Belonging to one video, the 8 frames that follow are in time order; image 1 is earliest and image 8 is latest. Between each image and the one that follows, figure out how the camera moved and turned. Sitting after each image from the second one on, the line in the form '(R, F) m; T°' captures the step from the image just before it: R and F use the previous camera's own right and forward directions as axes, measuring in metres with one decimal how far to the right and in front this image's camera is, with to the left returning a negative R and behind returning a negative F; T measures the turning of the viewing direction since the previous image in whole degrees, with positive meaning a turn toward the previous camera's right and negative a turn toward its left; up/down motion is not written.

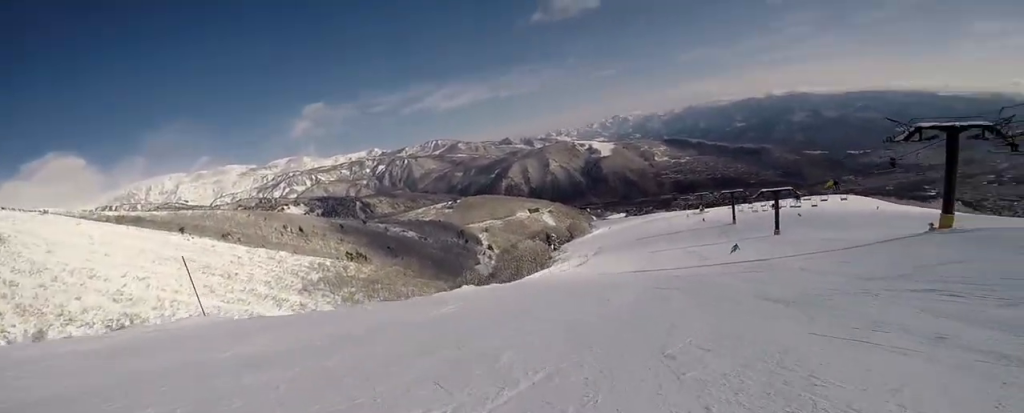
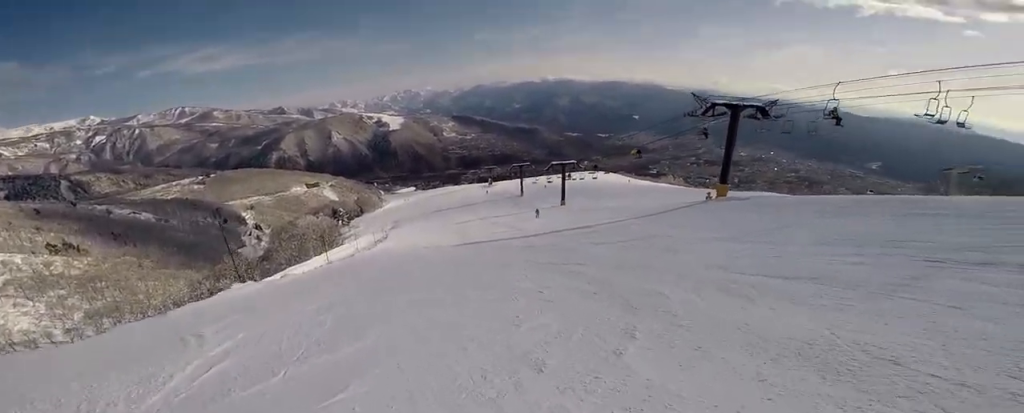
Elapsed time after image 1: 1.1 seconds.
(+2.1, +5.1) m; +40°
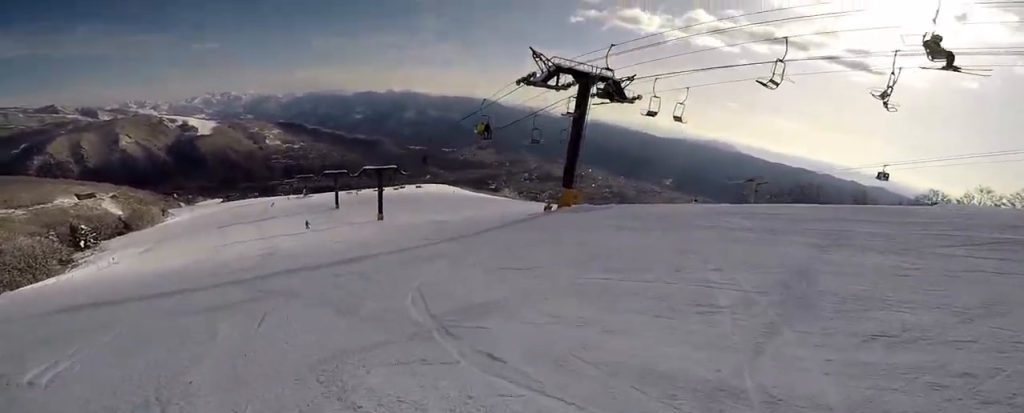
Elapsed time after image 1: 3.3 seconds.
(+6.2, +13.2) m; +25°
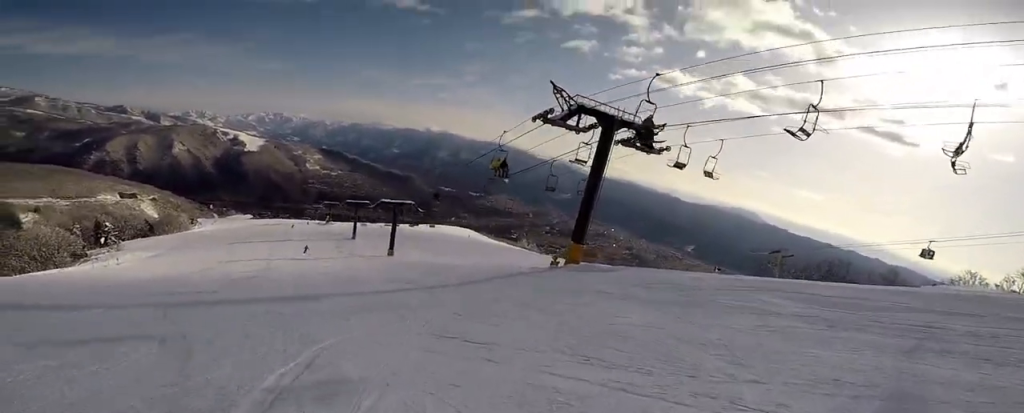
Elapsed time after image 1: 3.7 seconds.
(+0.2, +2.9) m; -6°
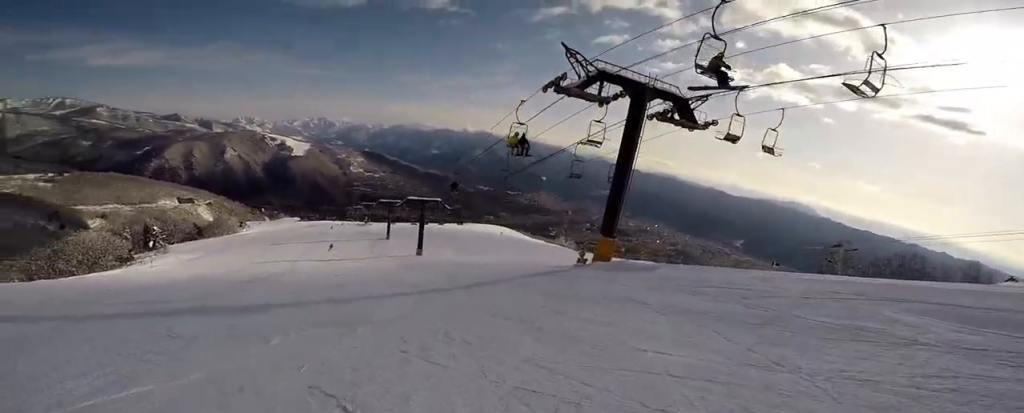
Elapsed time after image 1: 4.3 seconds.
(-0.6, +3.7) m; -13°
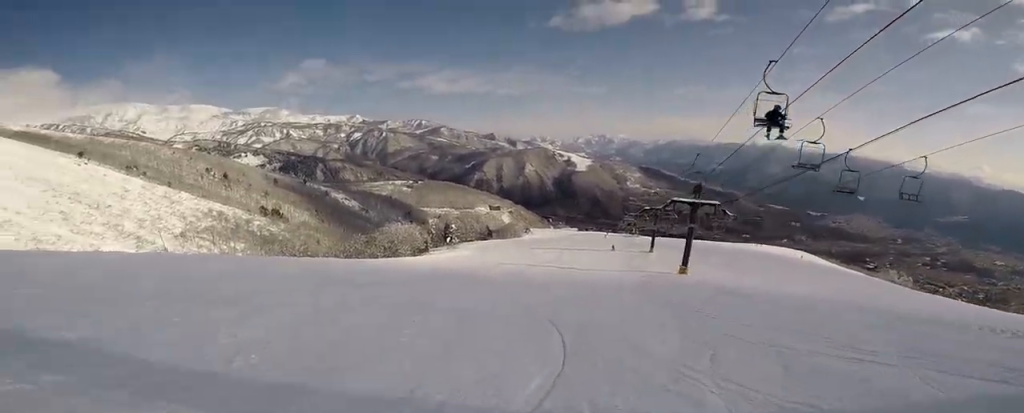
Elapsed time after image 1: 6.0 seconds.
(-4.3, +10.3) m; -40°
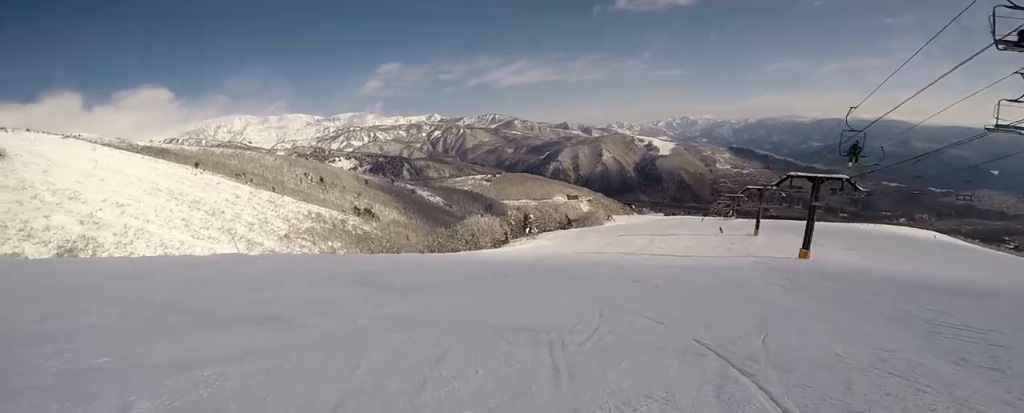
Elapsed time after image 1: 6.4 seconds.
(-0.6, +3.6) m; -4°
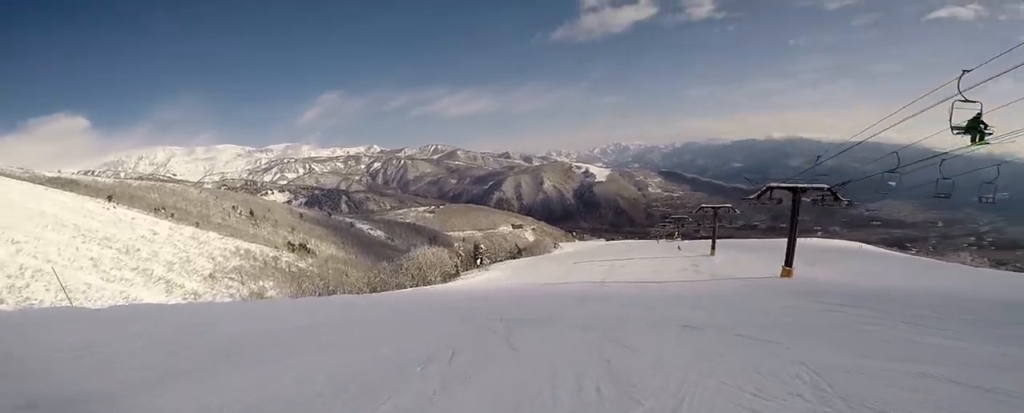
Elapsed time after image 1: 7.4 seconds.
(+0.1, +7.2) m; +8°
